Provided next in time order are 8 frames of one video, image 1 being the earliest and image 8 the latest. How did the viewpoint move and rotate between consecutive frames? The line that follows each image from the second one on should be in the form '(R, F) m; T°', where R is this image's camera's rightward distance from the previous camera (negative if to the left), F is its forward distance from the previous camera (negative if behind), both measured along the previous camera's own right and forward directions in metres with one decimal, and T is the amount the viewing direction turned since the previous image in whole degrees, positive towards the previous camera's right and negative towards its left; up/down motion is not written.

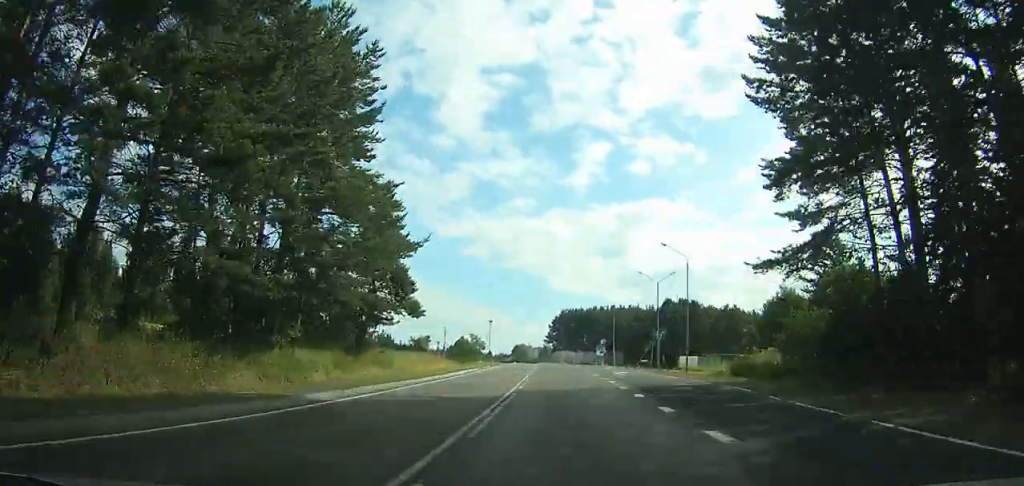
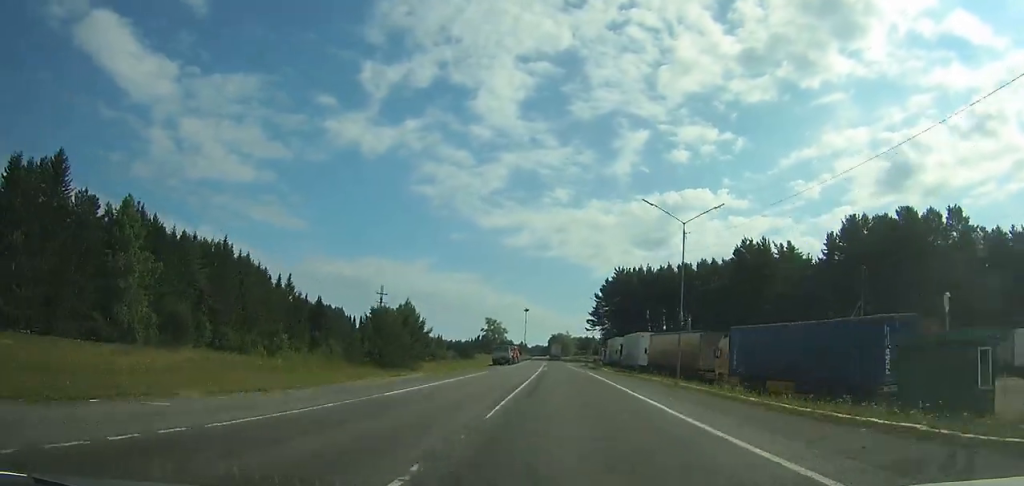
(-3.4, +108.6) m; -3°
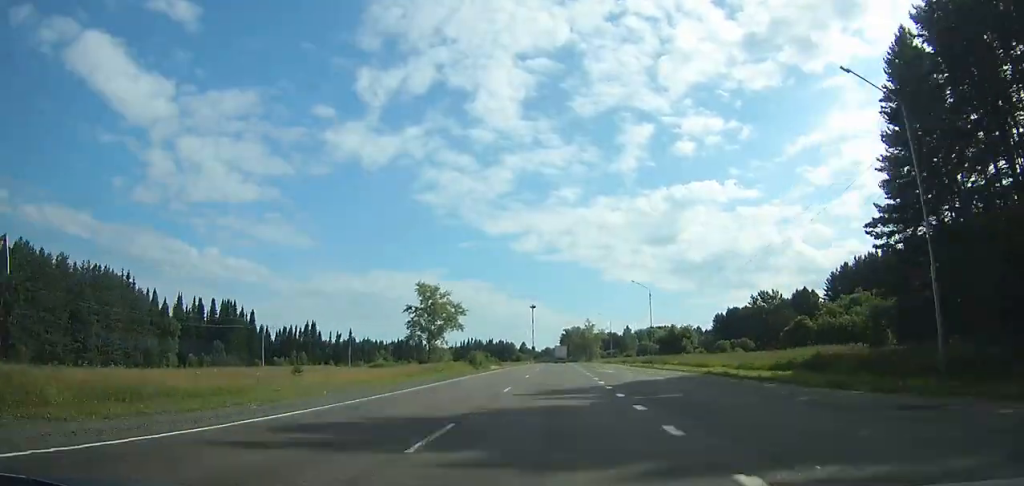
(-2.9, +163.9) m; -1°
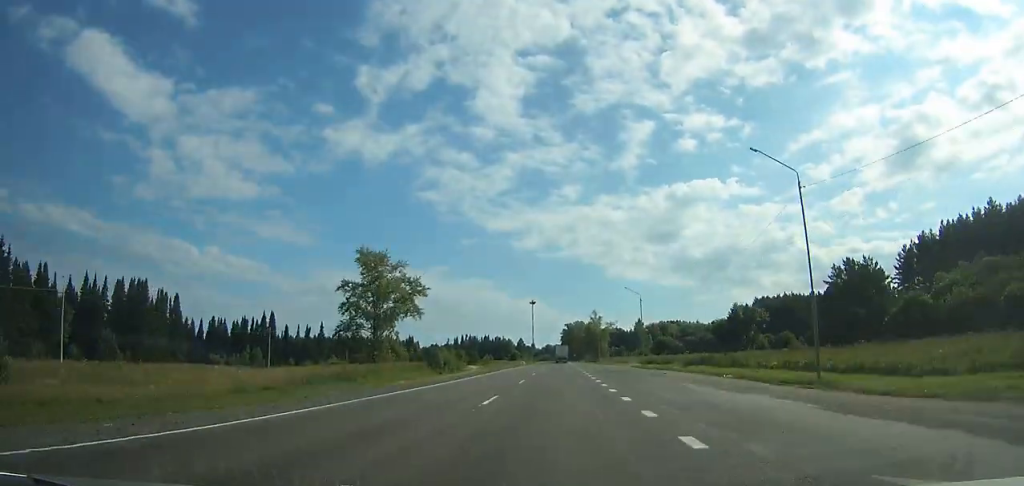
(-0.1, +40.6) m; 0°
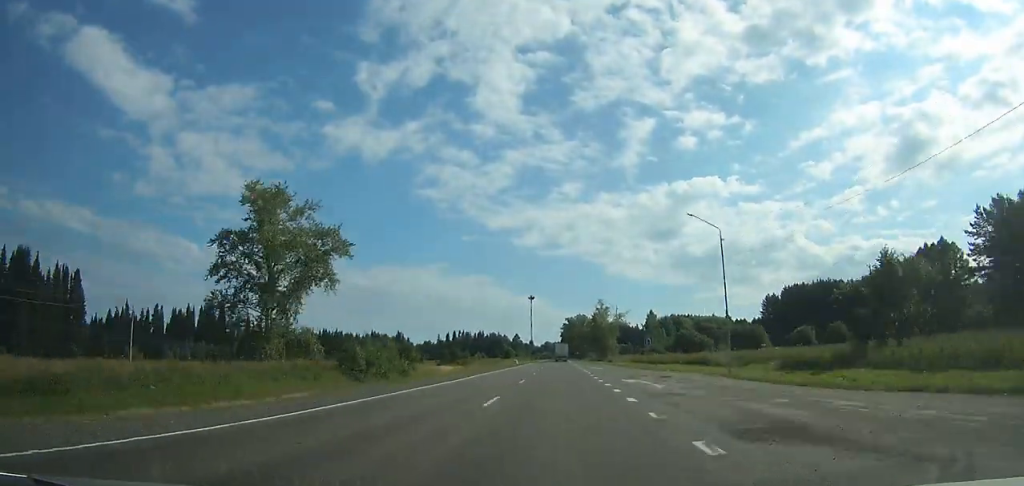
(-0.1, +35.5) m; 0°
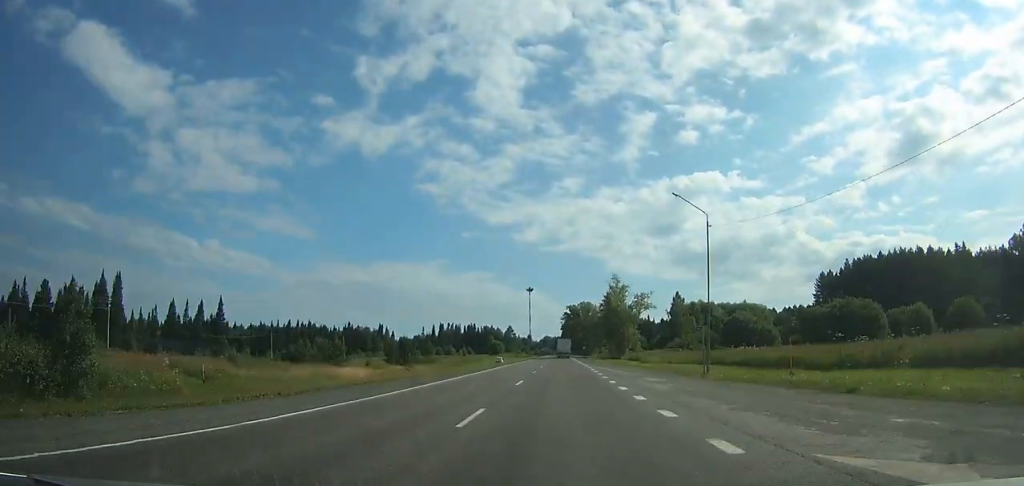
(0.0, +50.8) m; 0°
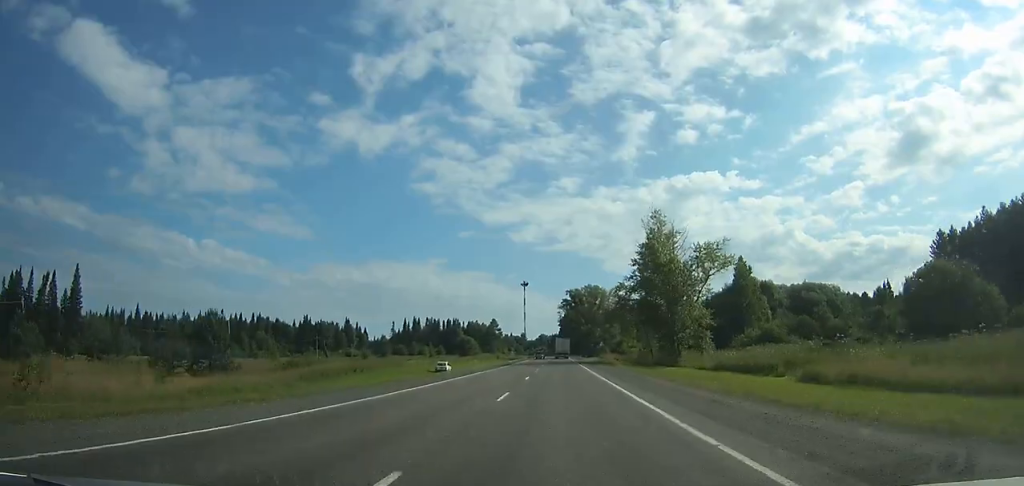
(+0.1, +66.4) m; +5°
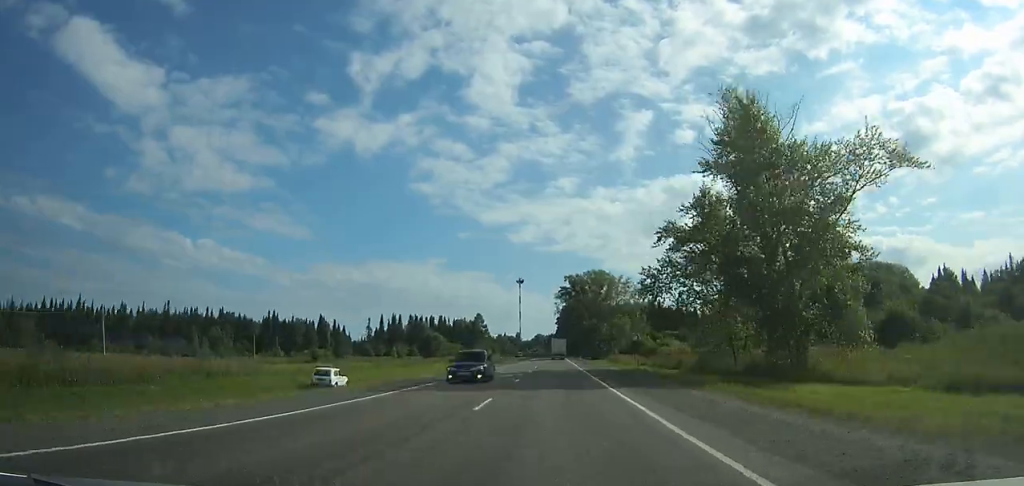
(-3.3, +38.5) m; +7°
